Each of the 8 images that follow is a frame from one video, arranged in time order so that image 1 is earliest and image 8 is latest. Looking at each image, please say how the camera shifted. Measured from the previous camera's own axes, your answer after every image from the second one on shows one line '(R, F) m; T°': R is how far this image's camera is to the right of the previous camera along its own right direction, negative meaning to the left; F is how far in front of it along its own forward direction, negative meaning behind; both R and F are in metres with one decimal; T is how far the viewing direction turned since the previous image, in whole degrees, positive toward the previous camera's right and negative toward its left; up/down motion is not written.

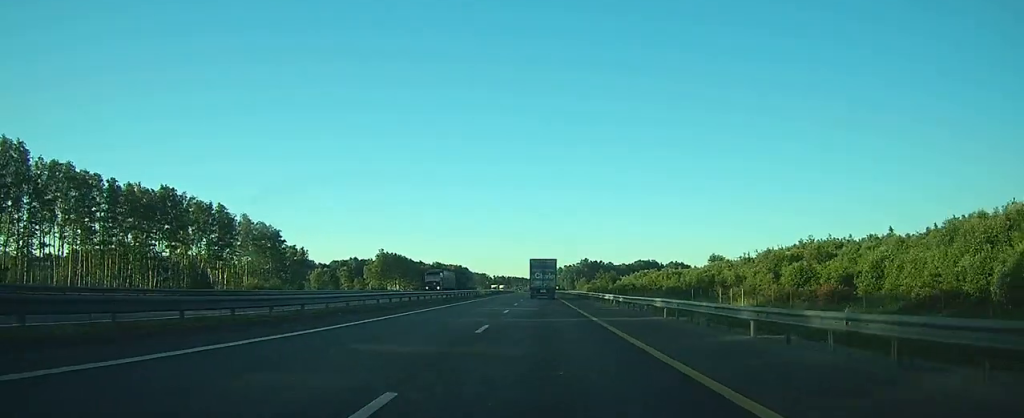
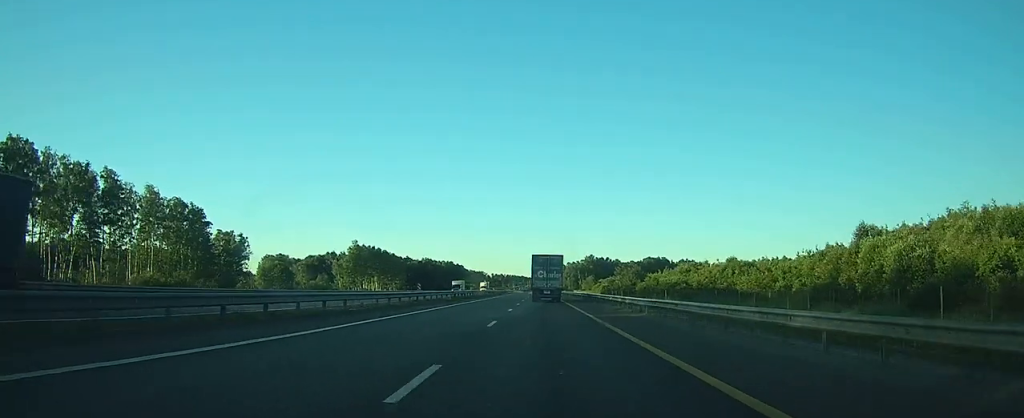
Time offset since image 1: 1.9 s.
(-0.1, +46.0) m; 0°
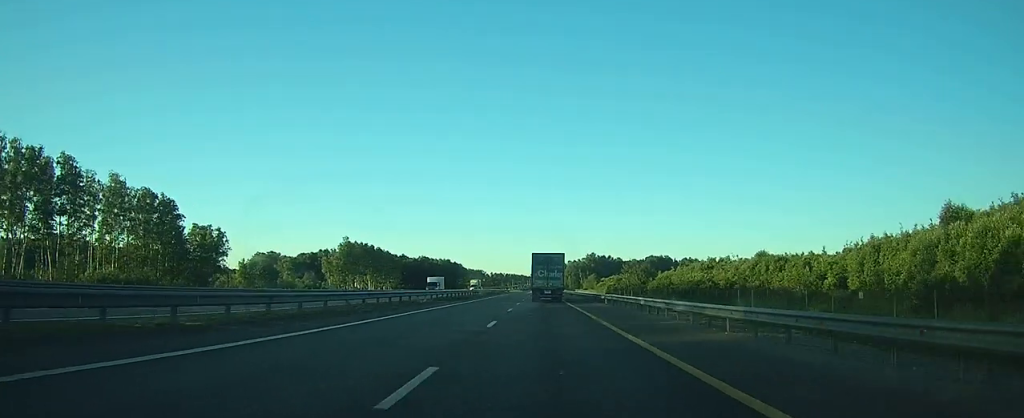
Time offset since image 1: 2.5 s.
(0.0, +12.4) m; 0°
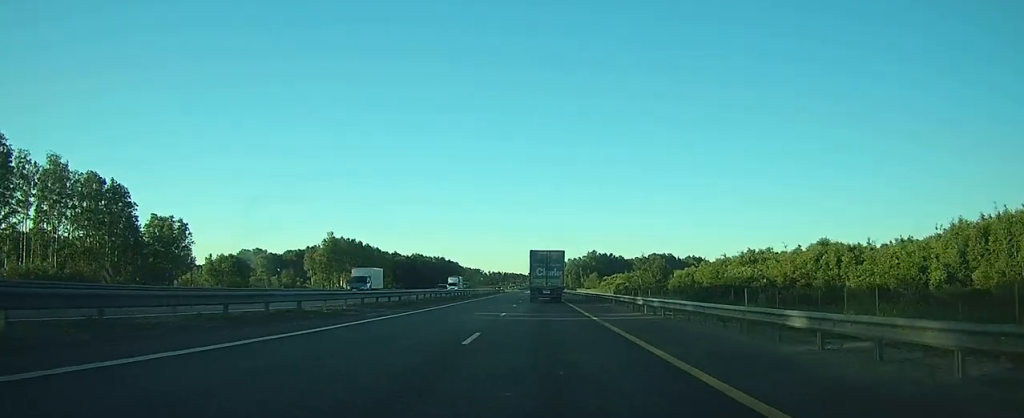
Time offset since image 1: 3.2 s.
(0.0, +17.6) m; 0°
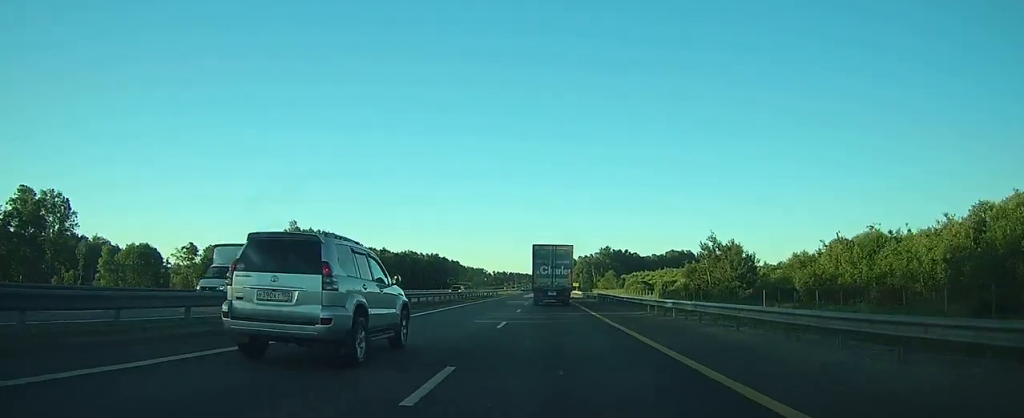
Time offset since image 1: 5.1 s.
(+0.1, +42.5) m; 0°
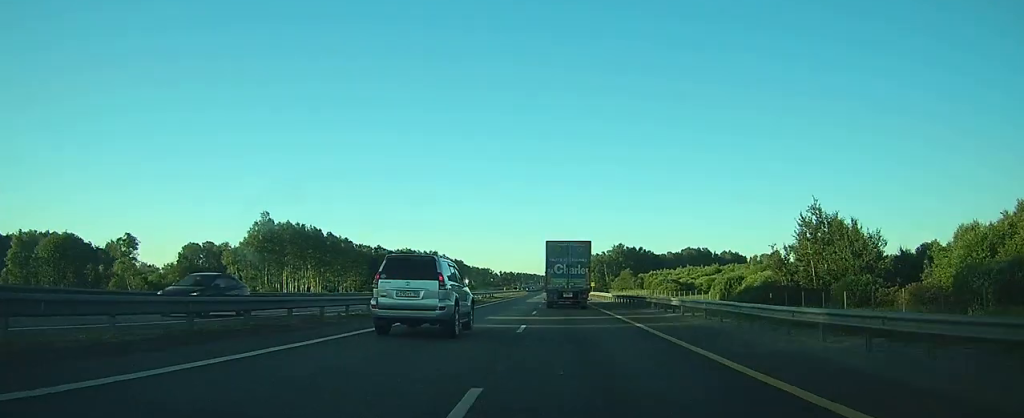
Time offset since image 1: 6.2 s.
(0.0, +25.6) m; 0°
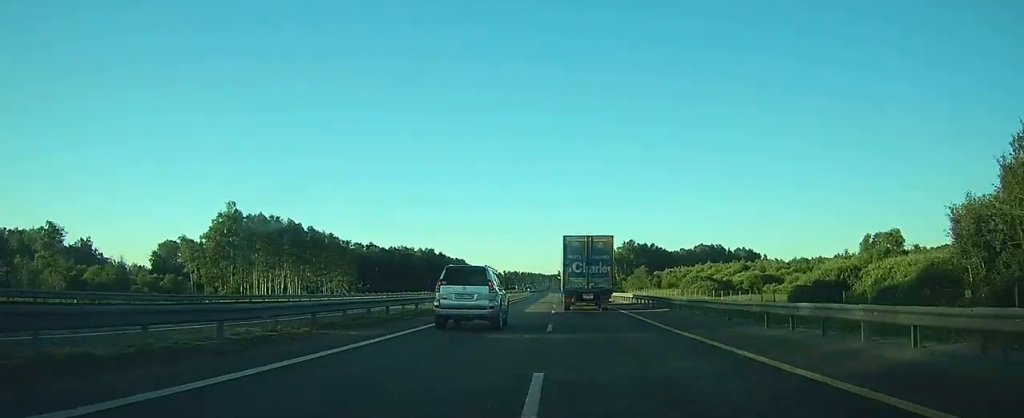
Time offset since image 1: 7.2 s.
(-0.2, +22.0) m; -1°
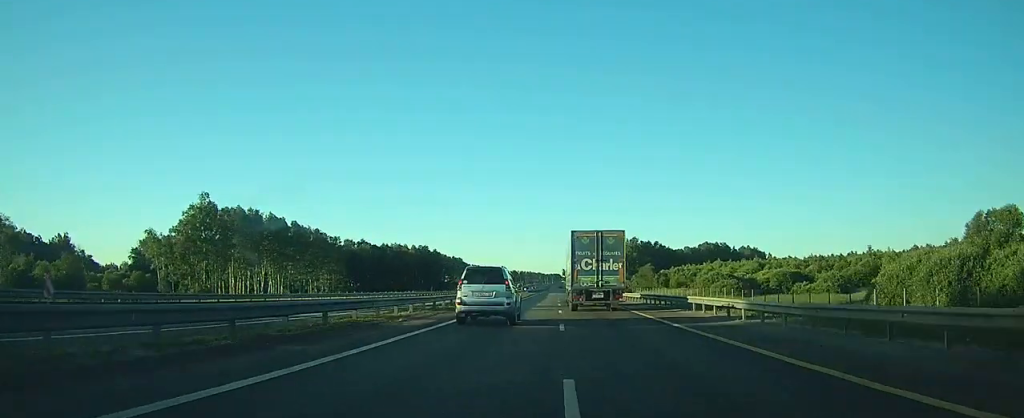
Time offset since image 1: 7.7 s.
(0.0, +12.2) m; 0°
